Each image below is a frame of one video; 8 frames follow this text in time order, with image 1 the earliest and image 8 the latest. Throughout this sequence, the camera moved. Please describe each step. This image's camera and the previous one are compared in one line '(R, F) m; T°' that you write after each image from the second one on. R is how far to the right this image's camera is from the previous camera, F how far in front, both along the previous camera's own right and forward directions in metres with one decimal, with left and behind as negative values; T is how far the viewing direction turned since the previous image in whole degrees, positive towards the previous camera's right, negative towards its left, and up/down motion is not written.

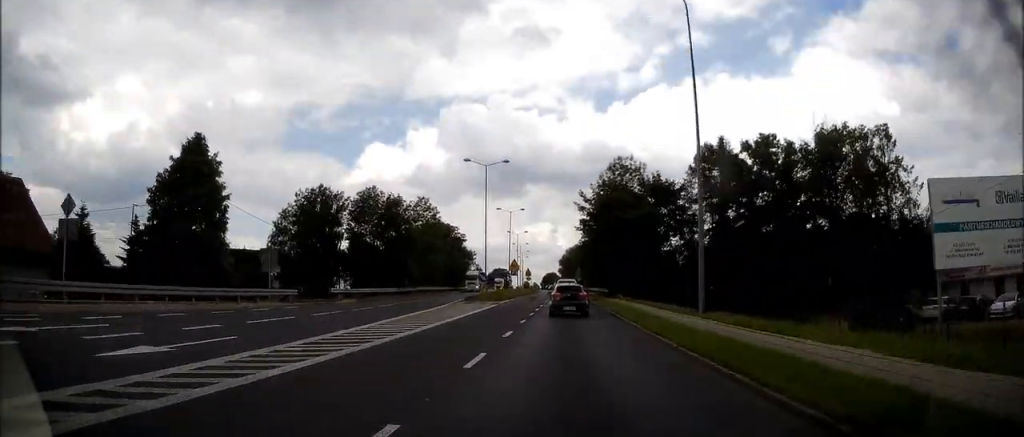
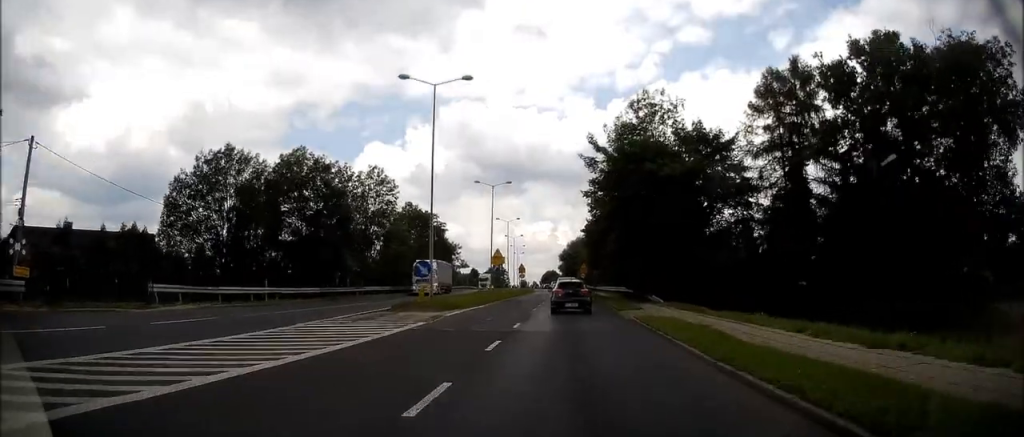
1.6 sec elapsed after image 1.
(-0.1, +21.1) m; 0°
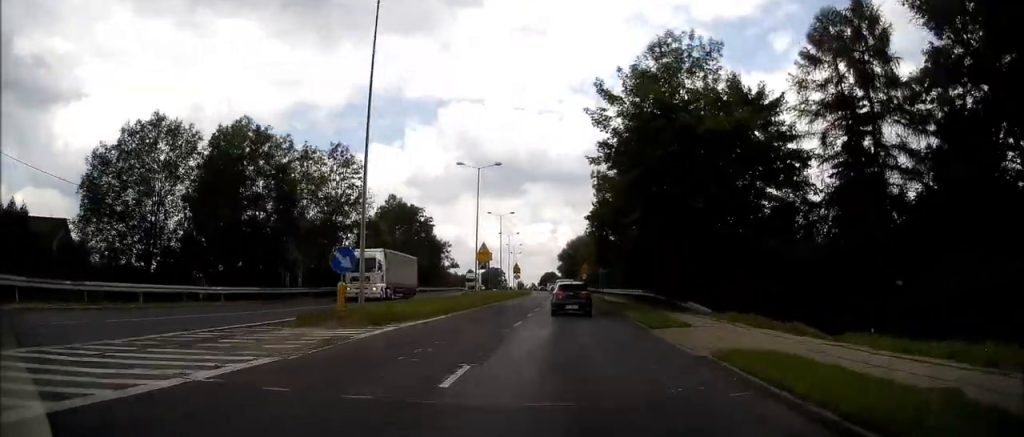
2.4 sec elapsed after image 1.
(+0.1, +10.7) m; 0°
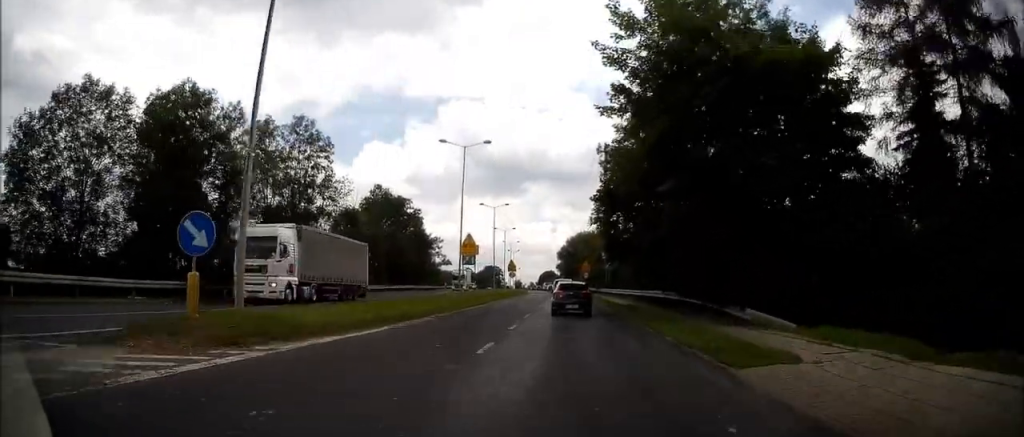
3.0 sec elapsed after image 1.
(-0.1, +8.0) m; 0°
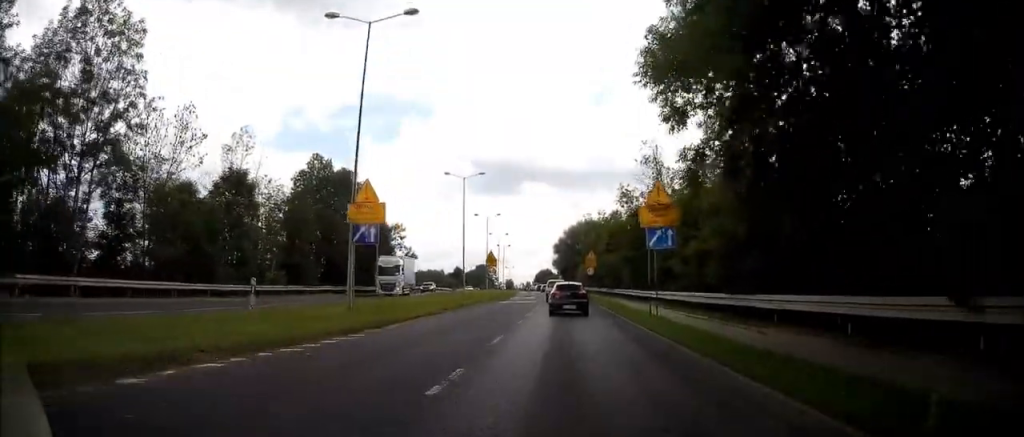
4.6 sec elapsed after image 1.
(0.0, +22.3) m; +1°
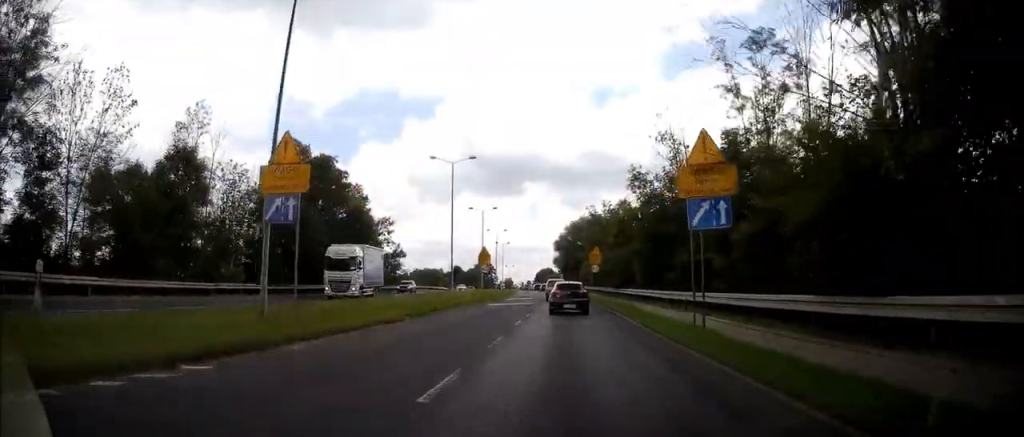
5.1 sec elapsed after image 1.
(0.0, +6.8) m; +1°
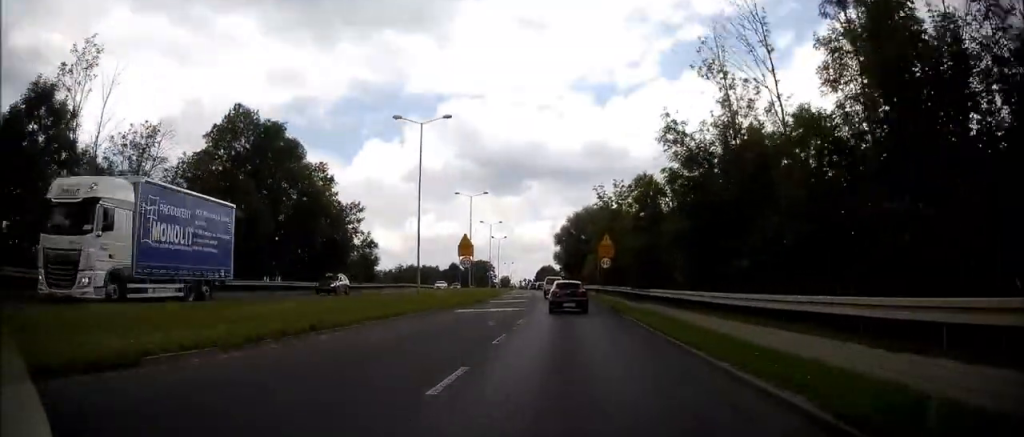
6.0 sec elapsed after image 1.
(+0.2, +12.4) m; 0°
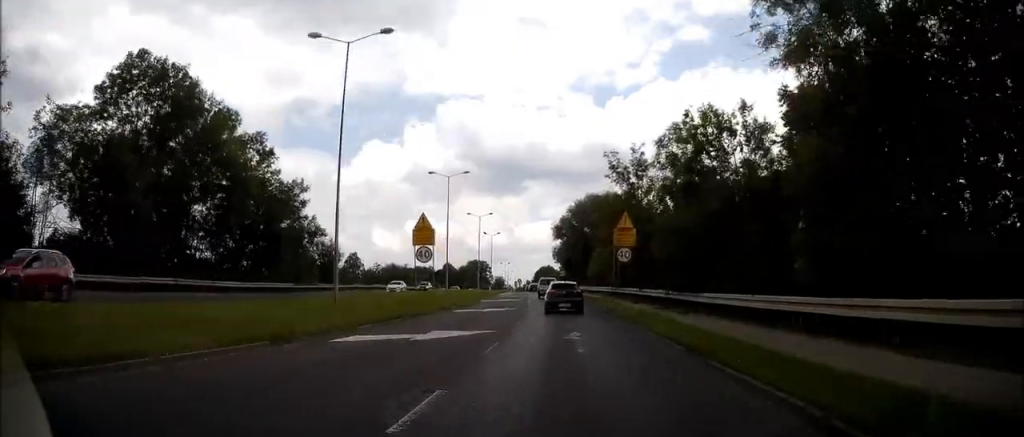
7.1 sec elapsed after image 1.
(-0.1, +14.4) m; -1°
